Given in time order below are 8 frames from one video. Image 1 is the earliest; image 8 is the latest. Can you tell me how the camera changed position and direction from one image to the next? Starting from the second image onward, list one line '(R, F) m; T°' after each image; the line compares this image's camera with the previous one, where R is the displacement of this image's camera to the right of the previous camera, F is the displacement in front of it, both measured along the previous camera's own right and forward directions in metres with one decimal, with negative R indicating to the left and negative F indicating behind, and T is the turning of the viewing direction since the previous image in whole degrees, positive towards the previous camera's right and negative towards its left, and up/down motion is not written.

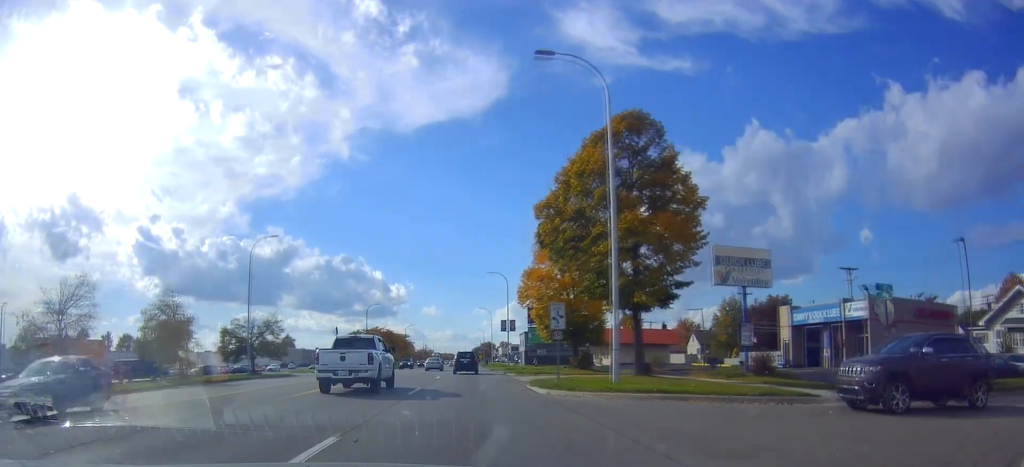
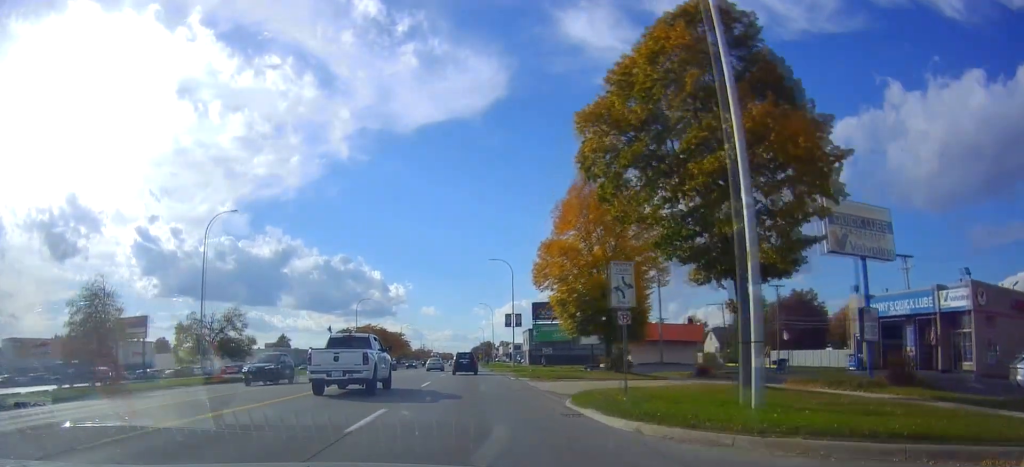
(0.0, +10.4) m; +1°
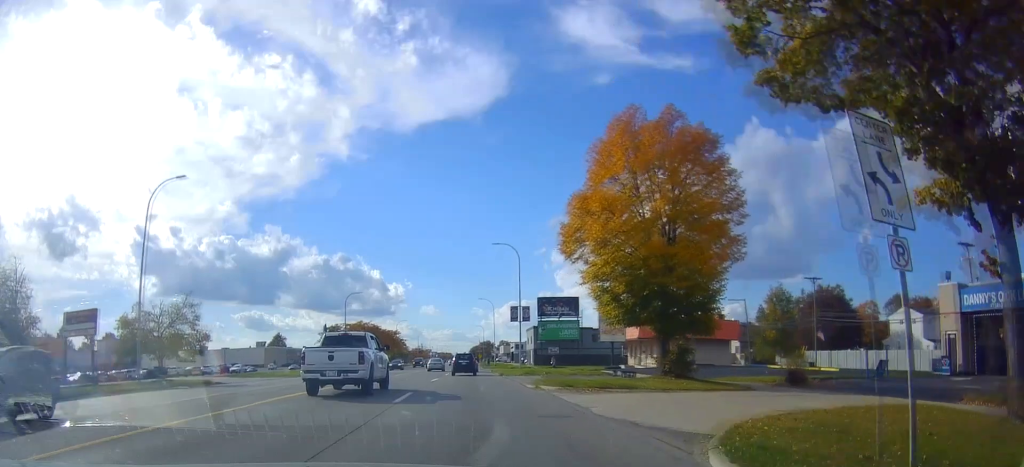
(+0.1, +9.8) m; +1°
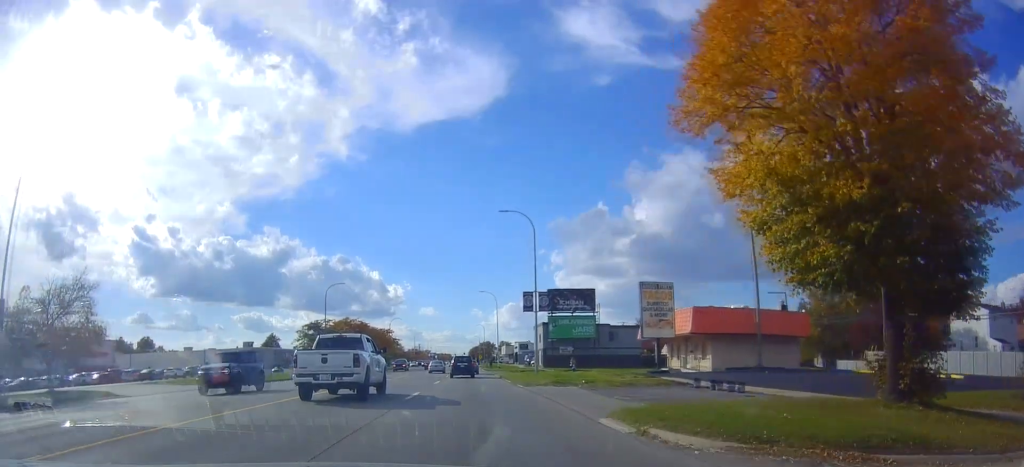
(+0.3, +13.9) m; 0°
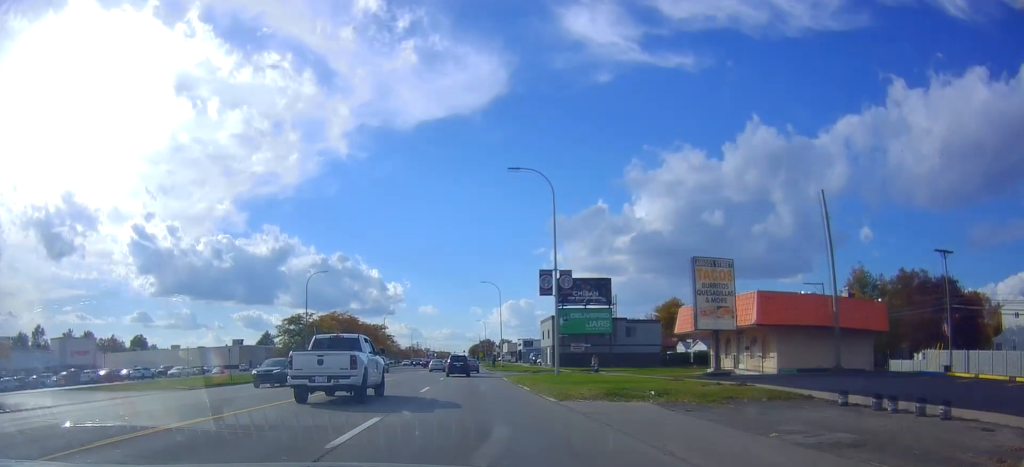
(-0.4, +10.0) m; 0°
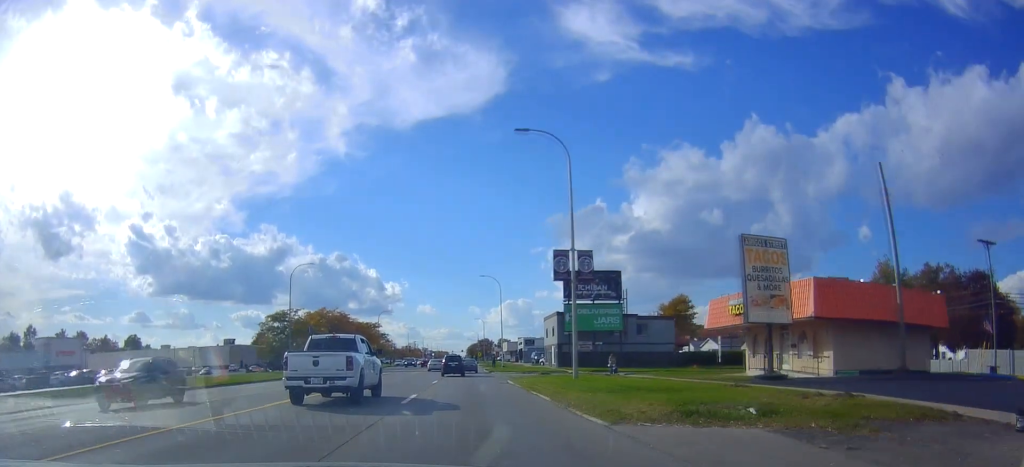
(+0.1, +6.1) m; +1°
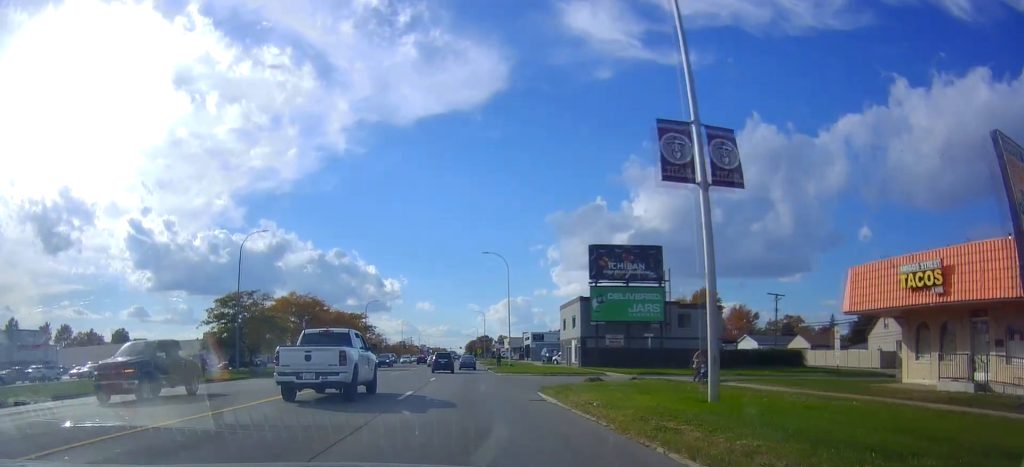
(+0.4, +15.6) m; +2°
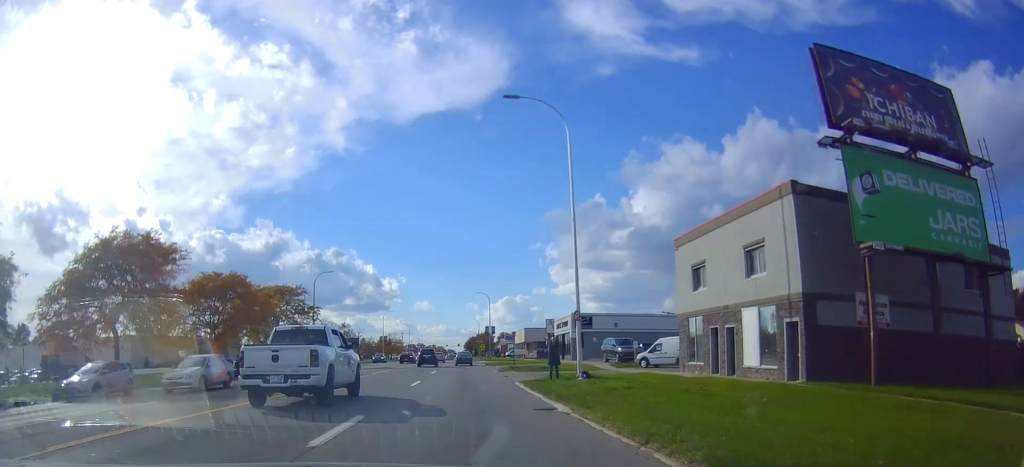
(-0.2, +40.1) m; -2°
